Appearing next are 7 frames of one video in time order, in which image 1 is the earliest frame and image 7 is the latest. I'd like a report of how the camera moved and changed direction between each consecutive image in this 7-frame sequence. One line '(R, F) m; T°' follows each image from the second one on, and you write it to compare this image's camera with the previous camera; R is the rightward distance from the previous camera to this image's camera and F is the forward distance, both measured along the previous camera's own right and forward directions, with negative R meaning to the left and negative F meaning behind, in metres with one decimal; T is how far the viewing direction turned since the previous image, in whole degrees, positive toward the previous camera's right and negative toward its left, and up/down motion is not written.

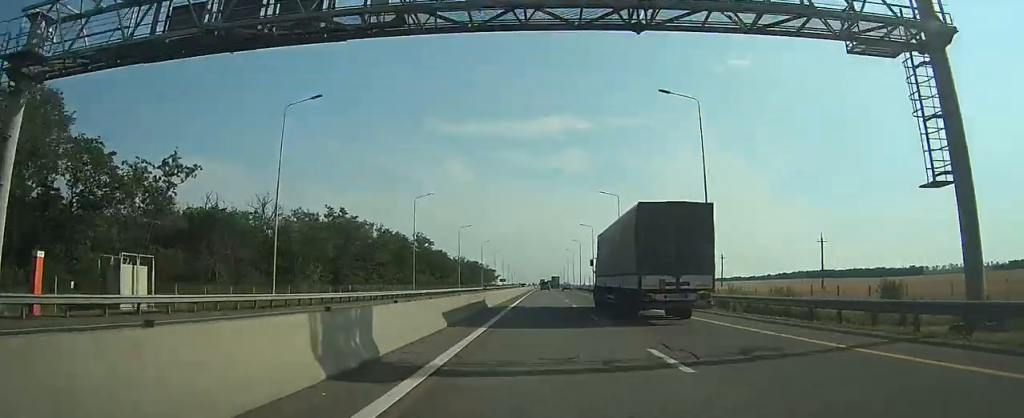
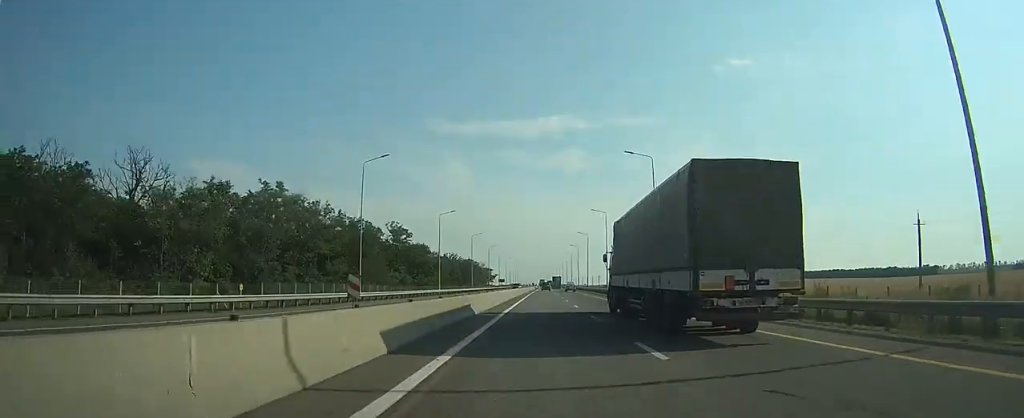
(-0.1, +23.0) m; 0°
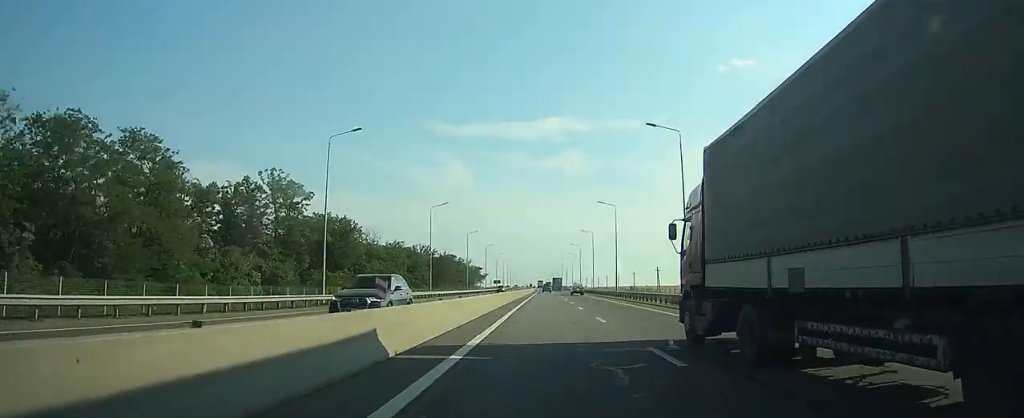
(+0.4, +49.7) m; +1°
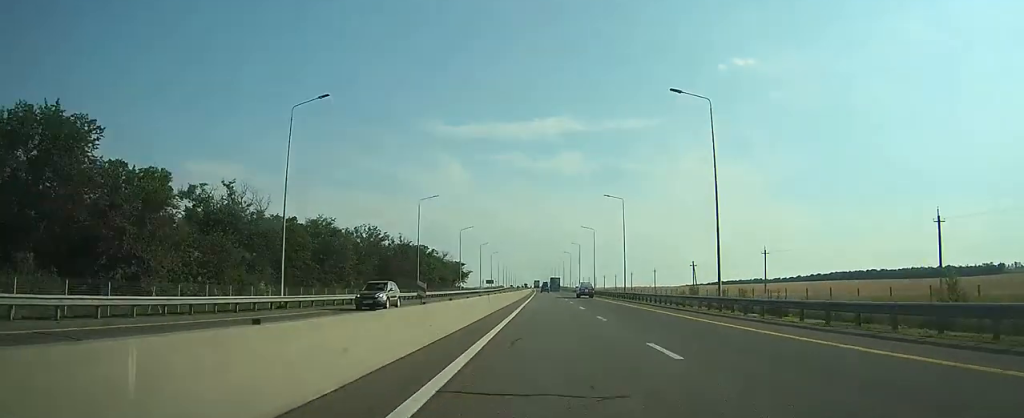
(+0.3, +47.4) m; 0°
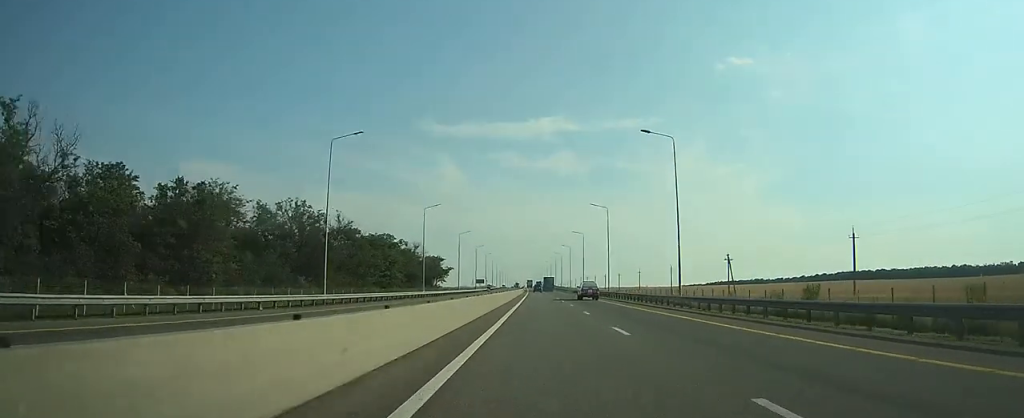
(0.0, +30.9) m; 0°
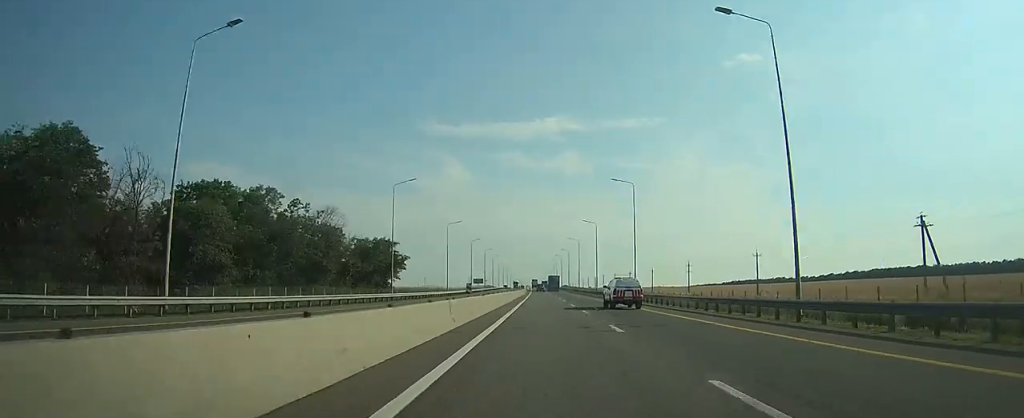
(-0.1, +58.8) m; 0°
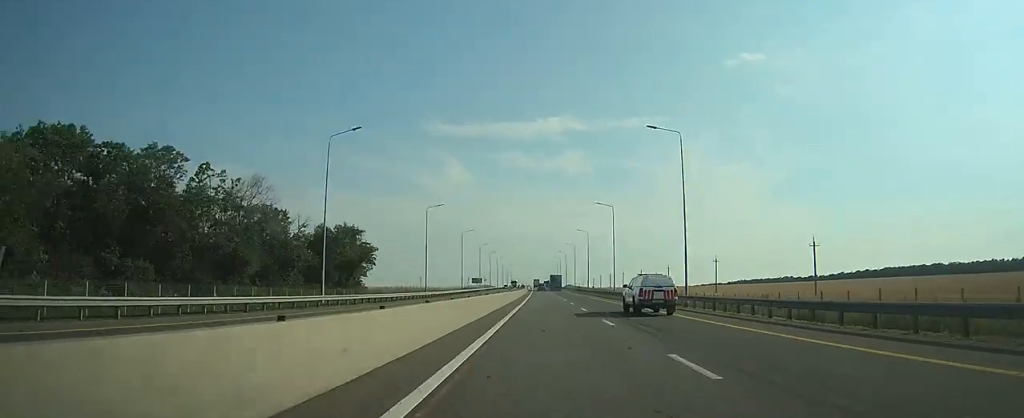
(-0.1, +20.8) m; 0°
